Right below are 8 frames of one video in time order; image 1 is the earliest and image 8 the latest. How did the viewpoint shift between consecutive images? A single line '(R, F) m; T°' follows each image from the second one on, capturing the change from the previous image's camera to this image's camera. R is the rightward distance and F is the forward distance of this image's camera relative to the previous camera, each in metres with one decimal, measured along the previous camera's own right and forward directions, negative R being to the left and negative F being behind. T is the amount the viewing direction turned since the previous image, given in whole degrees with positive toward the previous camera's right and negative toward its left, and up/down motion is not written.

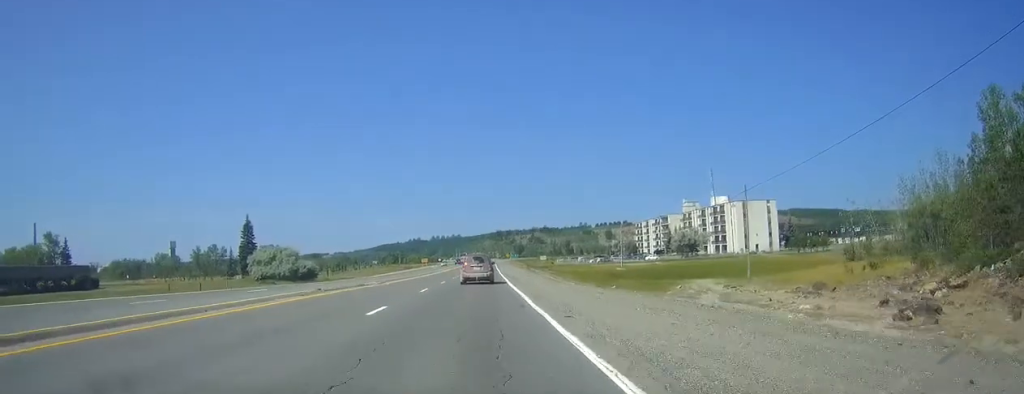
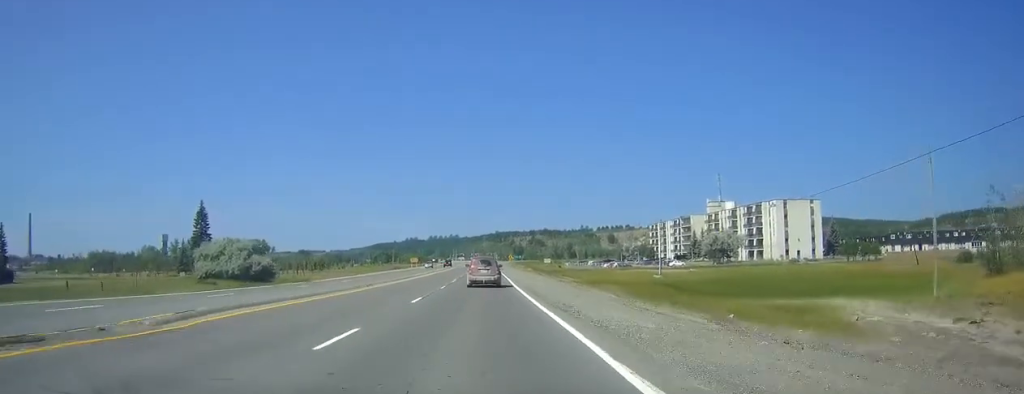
(0.0, +30.1) m; 0°
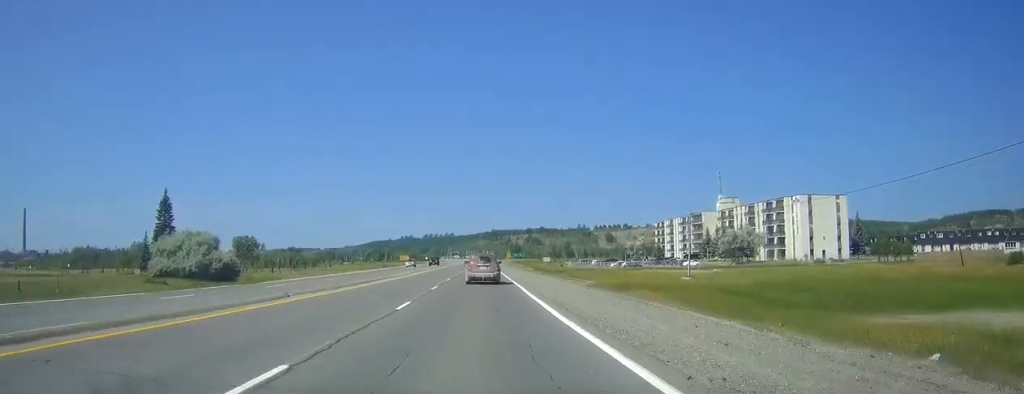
(+0.1, +16.6) m; +1°
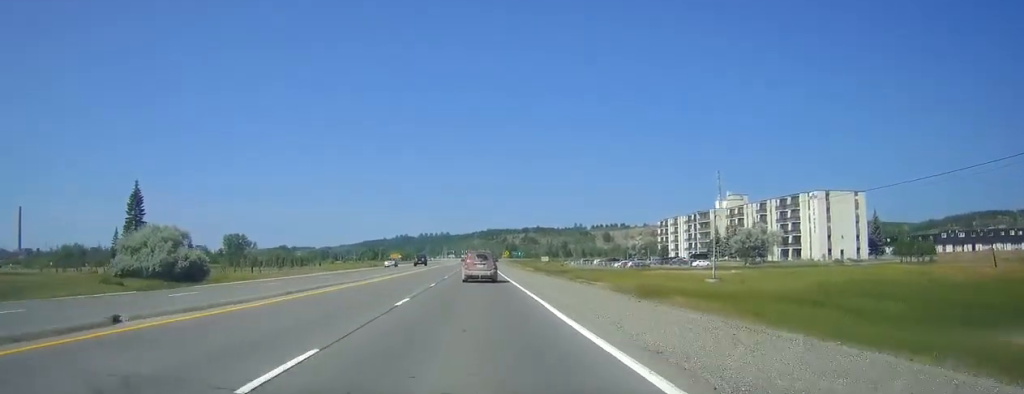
(+0.1, +11.1) m; 0°
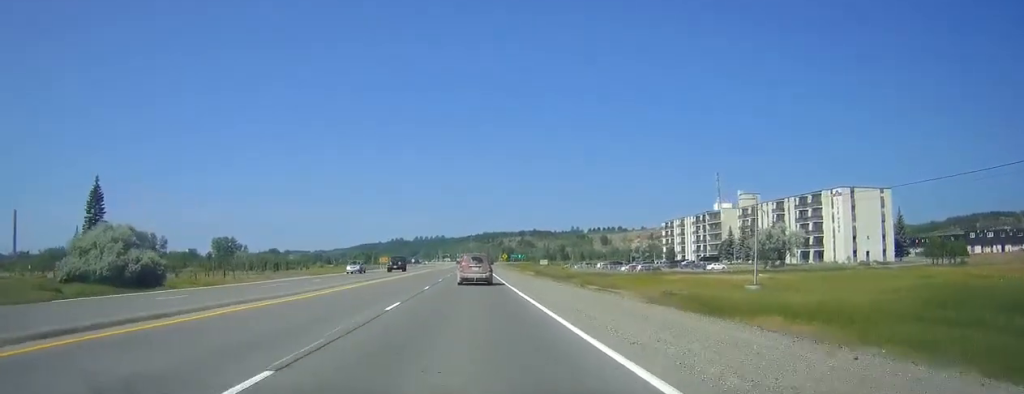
(0.0, +13.4) m; 0°
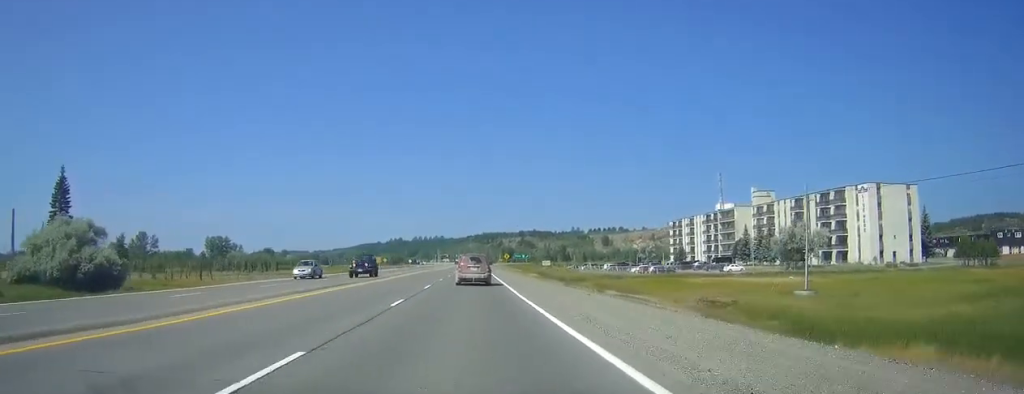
(+0.1, +11.0) m; 0°
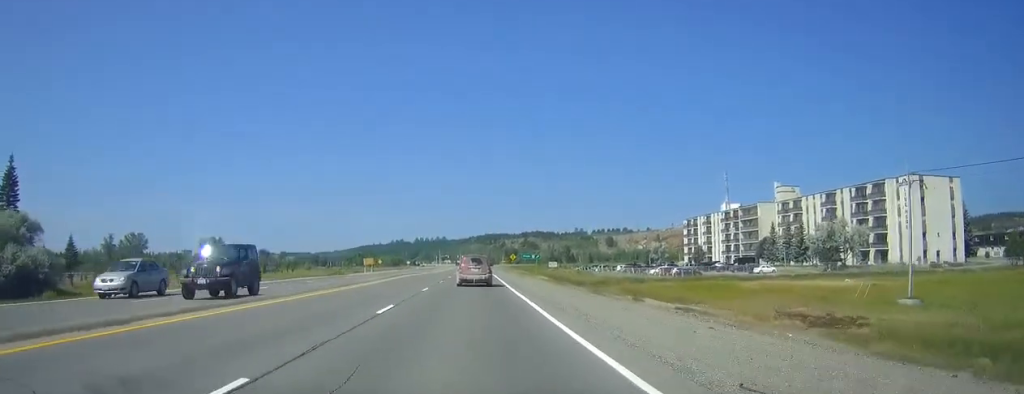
(0.0, +14.9) m; 0°
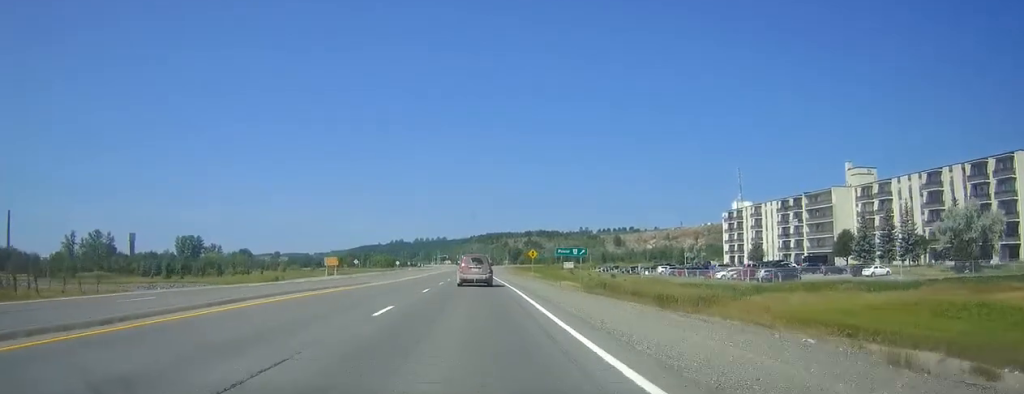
(+0.1, +38.2) m; 0°
